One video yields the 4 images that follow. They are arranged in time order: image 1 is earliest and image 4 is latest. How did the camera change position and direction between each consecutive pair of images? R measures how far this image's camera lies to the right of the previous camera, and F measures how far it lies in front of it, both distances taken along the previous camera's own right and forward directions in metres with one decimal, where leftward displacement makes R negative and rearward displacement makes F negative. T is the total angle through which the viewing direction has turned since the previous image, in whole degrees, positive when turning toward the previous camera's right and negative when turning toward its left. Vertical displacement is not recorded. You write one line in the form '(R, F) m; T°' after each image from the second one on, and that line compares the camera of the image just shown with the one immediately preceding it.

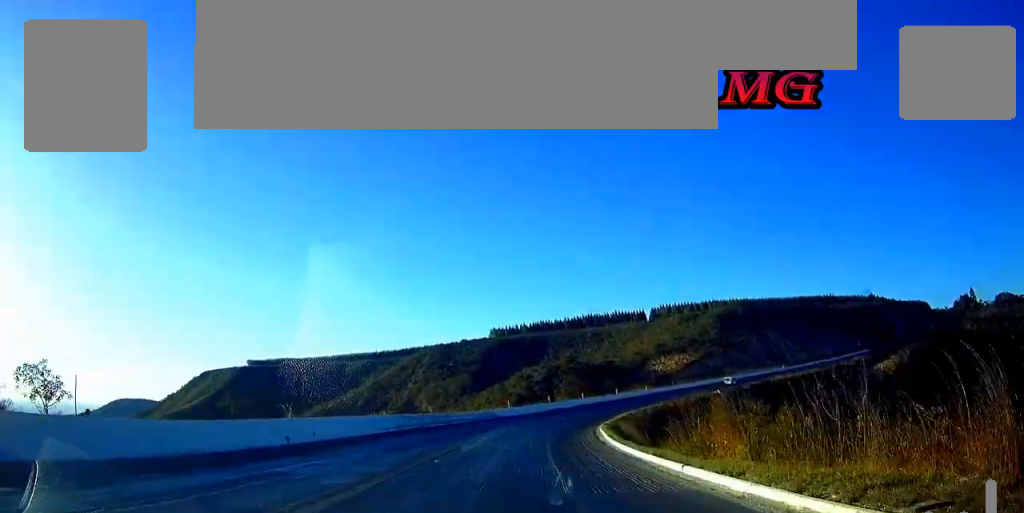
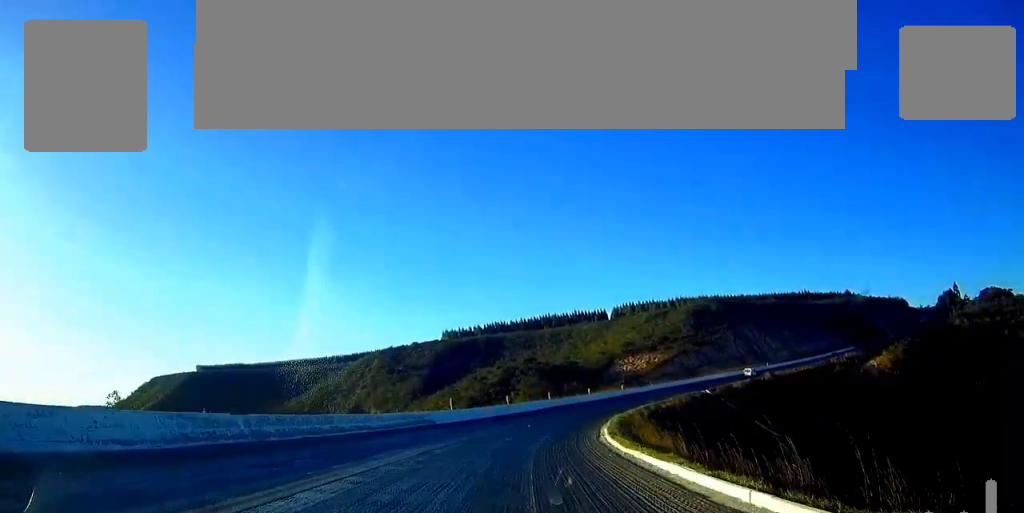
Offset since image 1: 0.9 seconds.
(0.0, +23.3) m; 0°
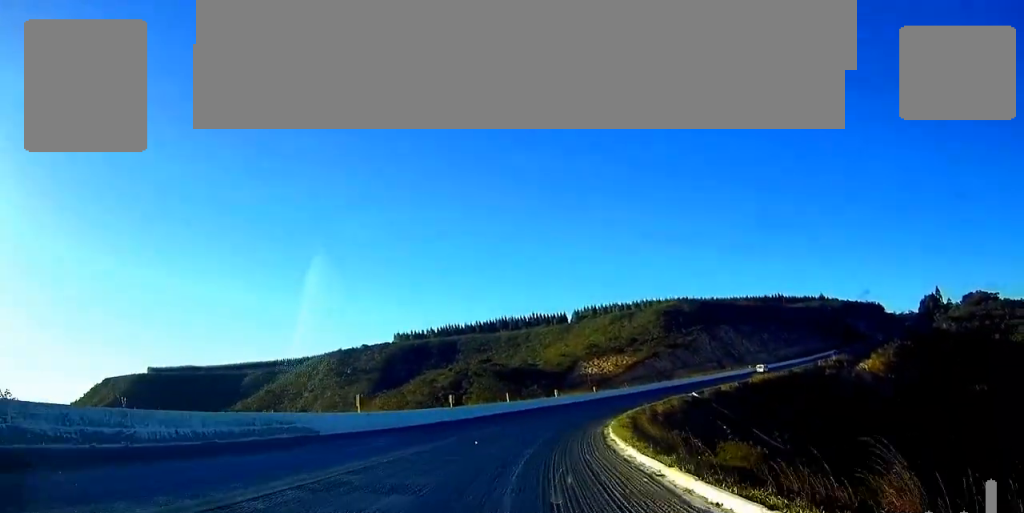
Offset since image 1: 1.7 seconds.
(0.0, +21.7) m; 0°
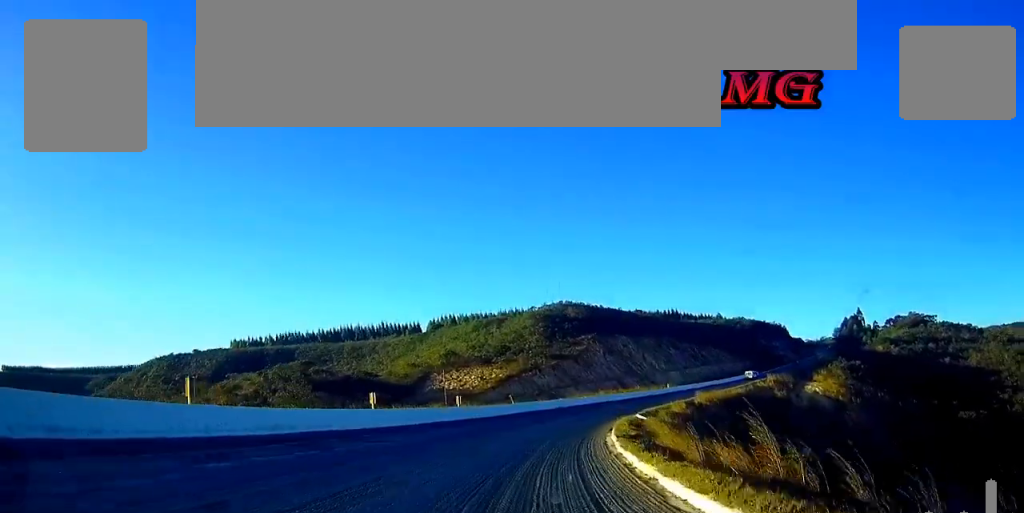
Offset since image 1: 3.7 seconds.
(0.0, +51.0) m; 0°
